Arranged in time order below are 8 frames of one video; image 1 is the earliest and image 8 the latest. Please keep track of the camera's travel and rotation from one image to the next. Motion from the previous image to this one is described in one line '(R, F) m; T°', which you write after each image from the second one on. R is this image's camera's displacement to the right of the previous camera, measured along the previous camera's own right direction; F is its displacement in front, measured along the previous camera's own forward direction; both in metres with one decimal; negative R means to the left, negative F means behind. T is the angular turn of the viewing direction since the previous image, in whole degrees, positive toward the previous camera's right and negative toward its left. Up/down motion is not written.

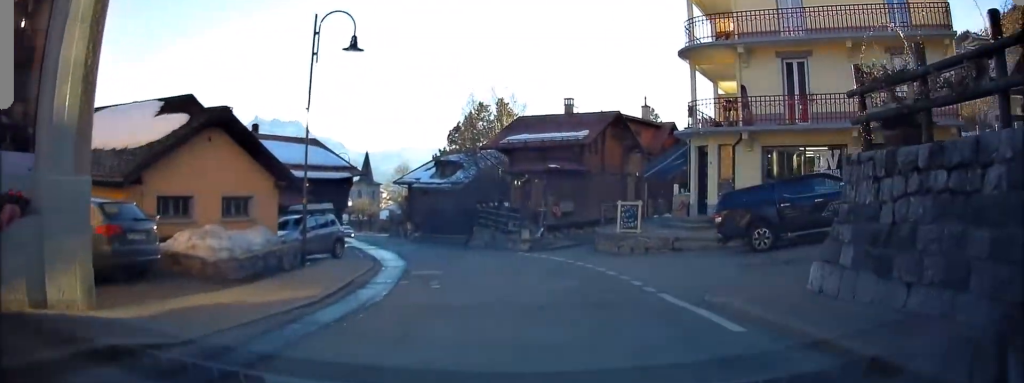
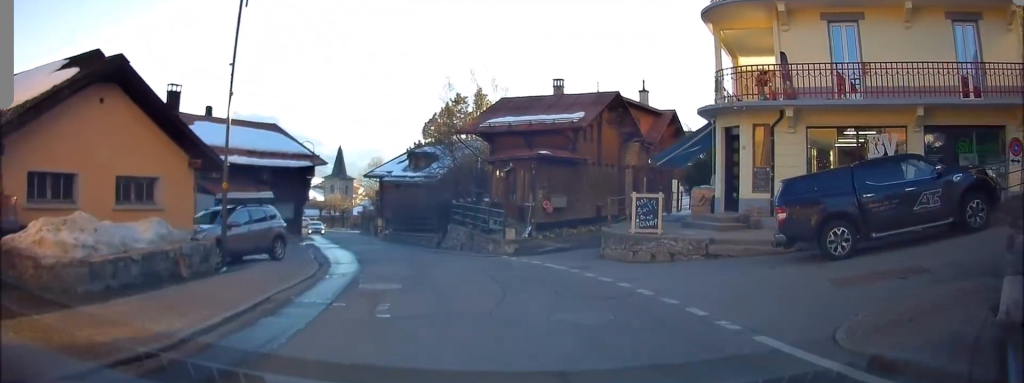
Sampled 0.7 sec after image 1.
(+0.1, +4.2) m; +6°
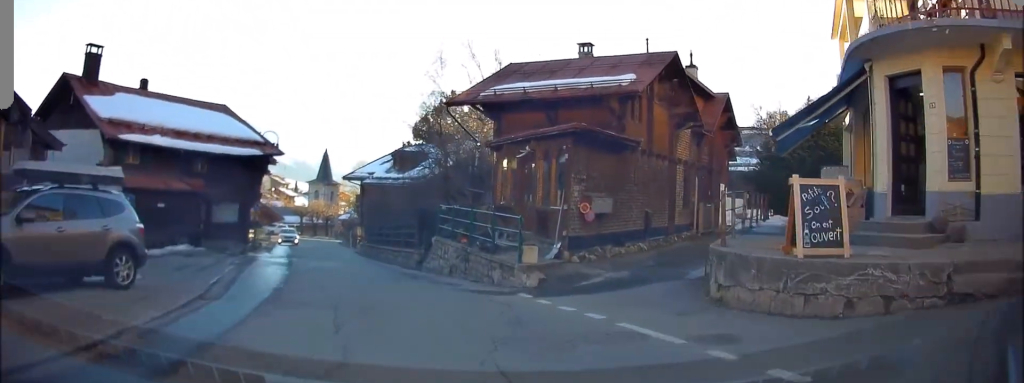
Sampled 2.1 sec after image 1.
(+0.4, +7.8) m; -1°
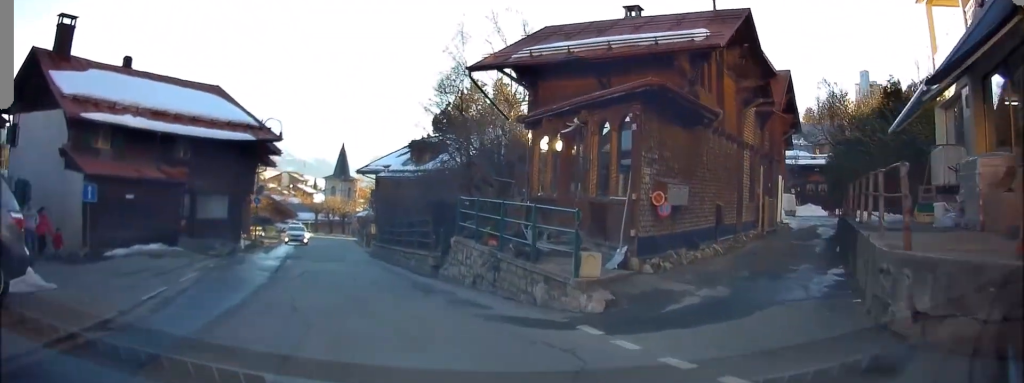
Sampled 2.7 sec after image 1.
(0.0, +3.5) m; -5°
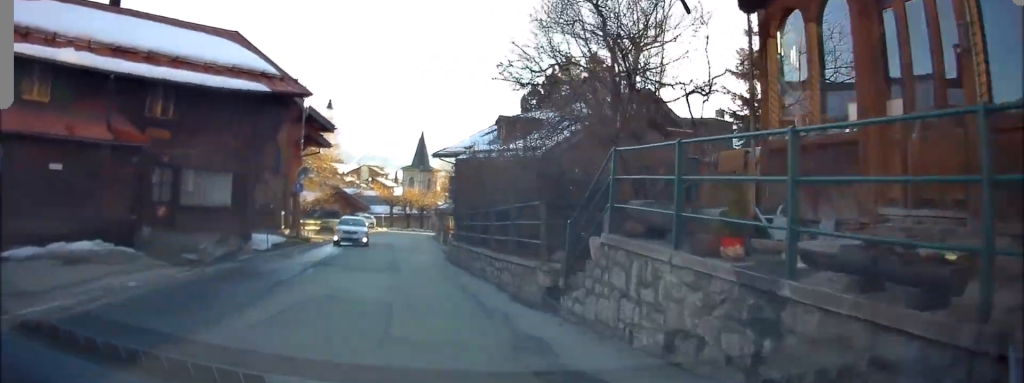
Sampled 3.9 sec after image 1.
(-0.9, +8.0) m; -9°
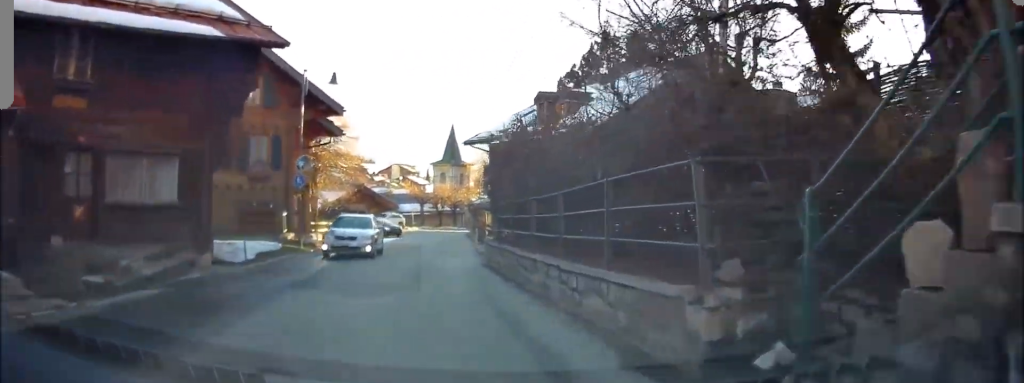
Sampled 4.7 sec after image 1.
(-0.2, +5.7) m; -1°
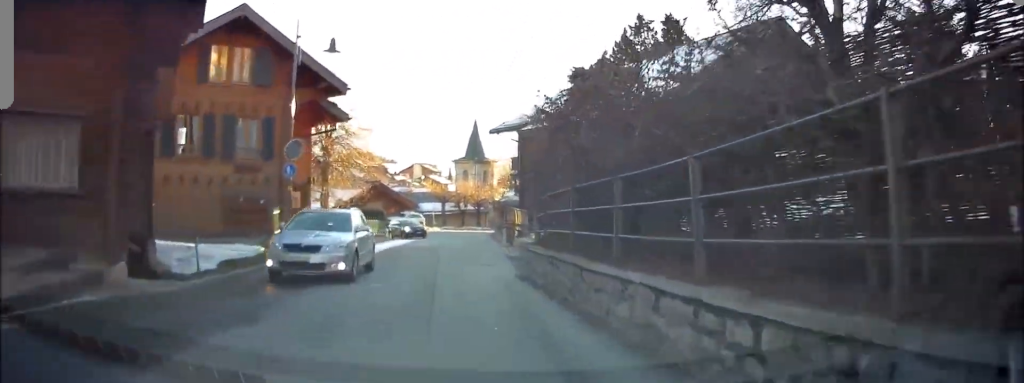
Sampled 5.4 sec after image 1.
(+0.1, +4.7) m; +1°
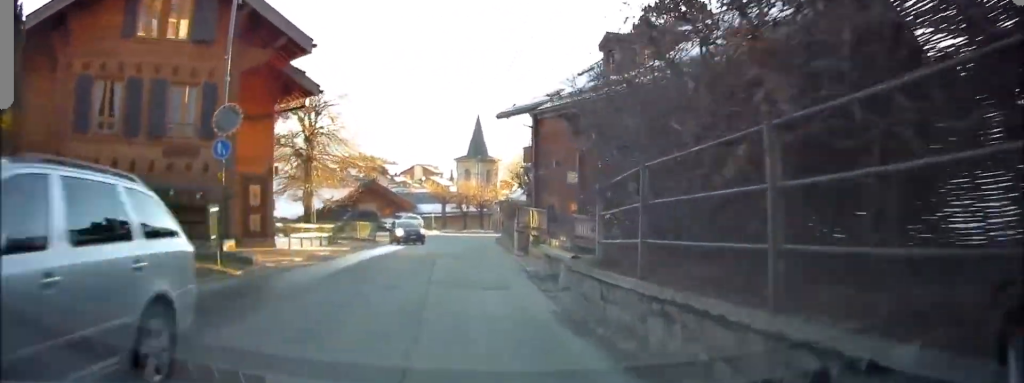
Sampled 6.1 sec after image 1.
(0.0, +5.8) m; 0°
